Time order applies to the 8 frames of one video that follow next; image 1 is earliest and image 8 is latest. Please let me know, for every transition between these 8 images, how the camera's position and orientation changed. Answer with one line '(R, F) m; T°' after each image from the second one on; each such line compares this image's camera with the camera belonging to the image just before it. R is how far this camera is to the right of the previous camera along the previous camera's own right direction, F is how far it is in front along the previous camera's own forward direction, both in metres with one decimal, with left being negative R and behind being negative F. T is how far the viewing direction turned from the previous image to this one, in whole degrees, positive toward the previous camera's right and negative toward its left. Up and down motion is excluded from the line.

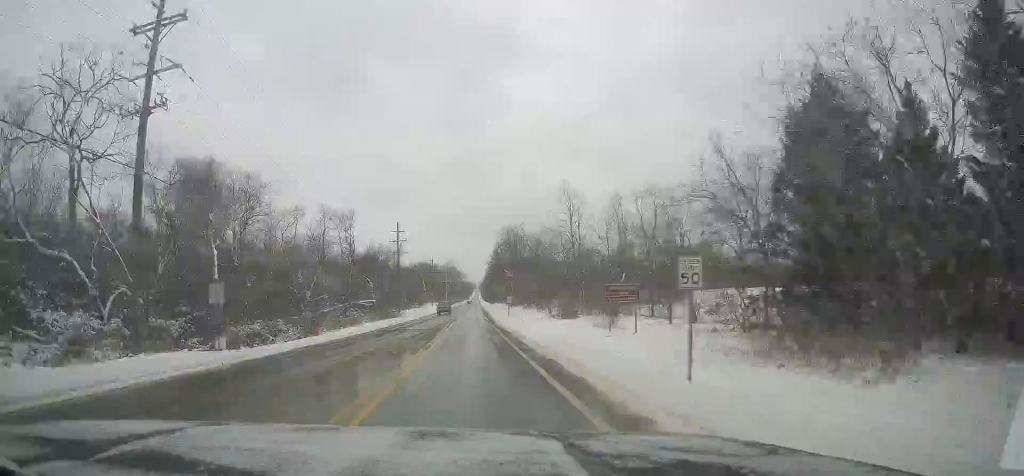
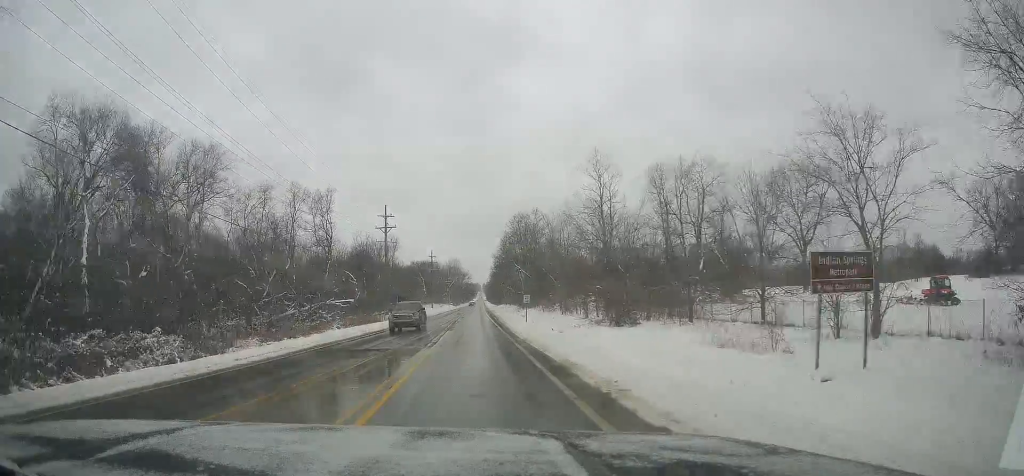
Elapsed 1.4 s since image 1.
(-1.0, +17.9) m; -3°
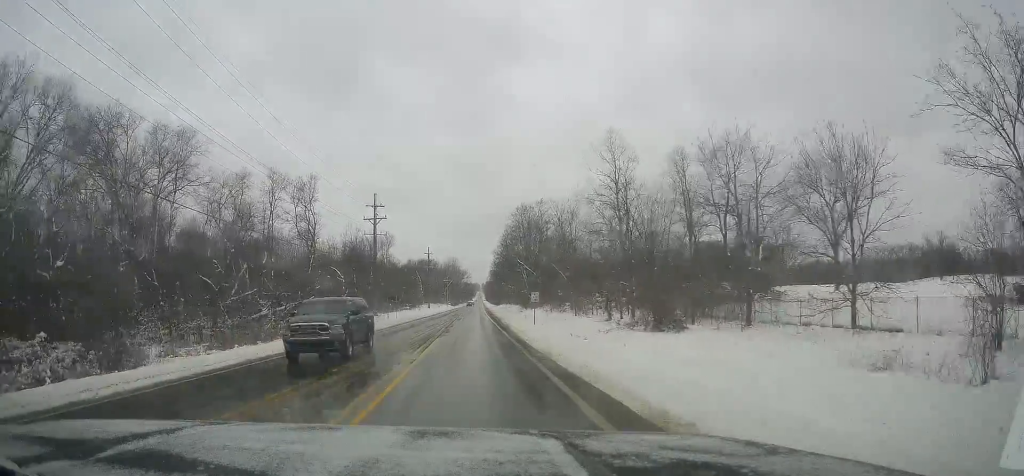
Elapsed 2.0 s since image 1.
(0.0, +8.1) m; -1°
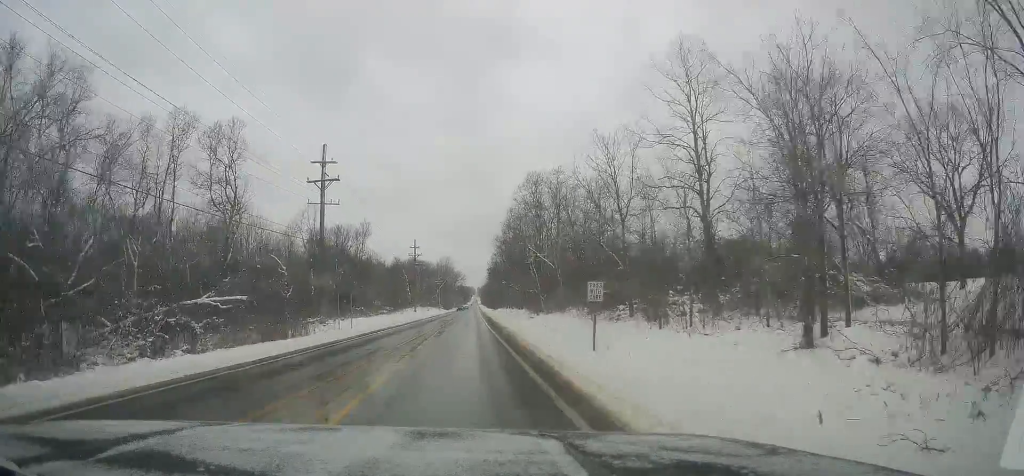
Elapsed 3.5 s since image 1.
(-0.5, +24.0) m; +1°
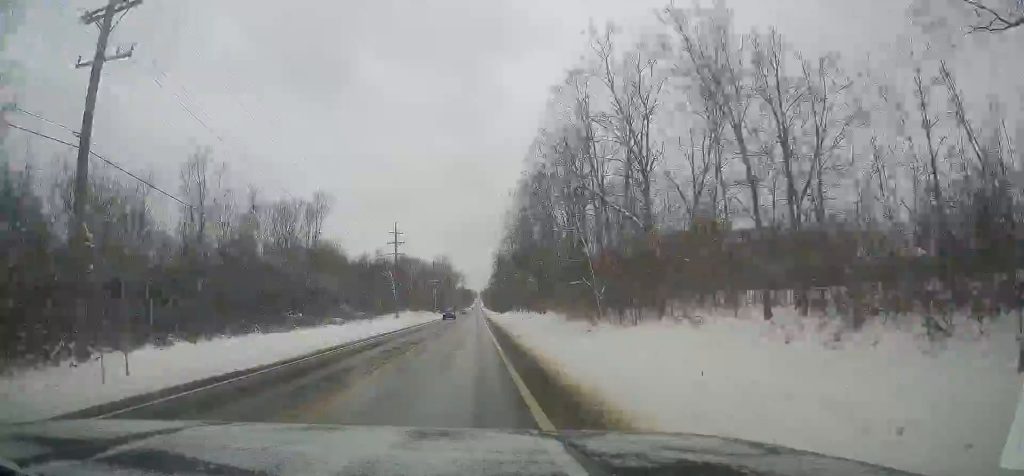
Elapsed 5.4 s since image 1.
(+1.1, +33.2) m; +2°
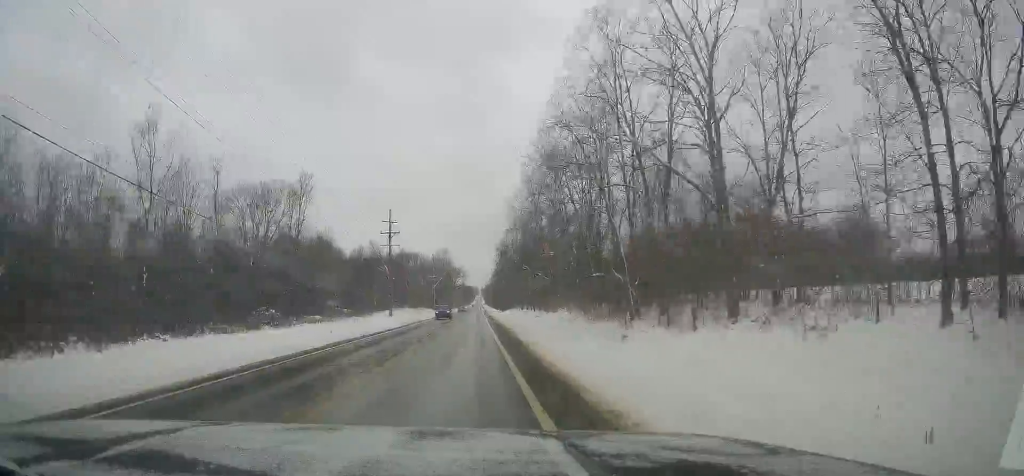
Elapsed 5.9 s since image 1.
(0.0, +8.4) m; 0°
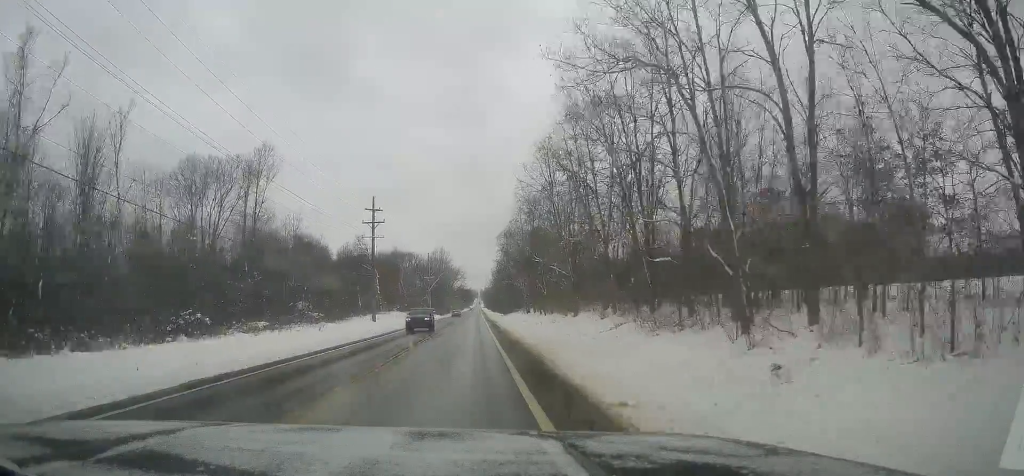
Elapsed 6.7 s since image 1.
(+0.1, +14.0) m; -1°
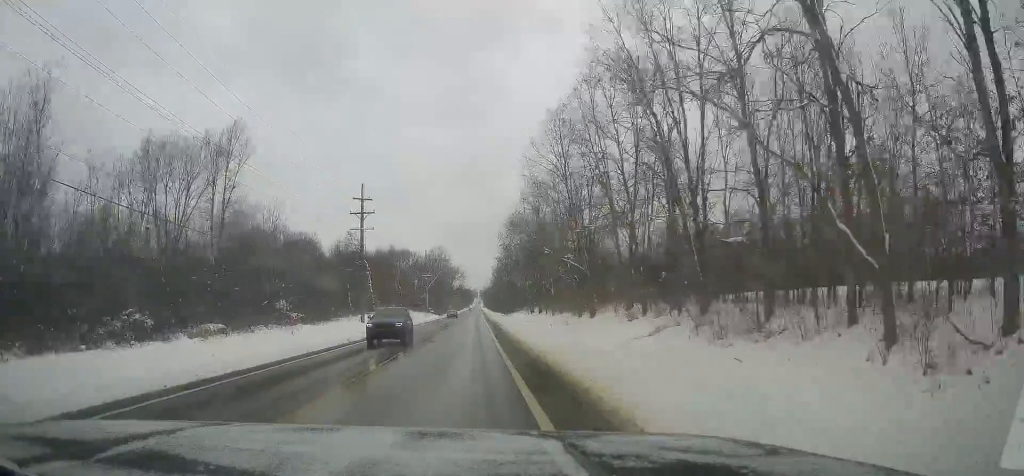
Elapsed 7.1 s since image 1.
(-0.2, +7.6) m; -1°
